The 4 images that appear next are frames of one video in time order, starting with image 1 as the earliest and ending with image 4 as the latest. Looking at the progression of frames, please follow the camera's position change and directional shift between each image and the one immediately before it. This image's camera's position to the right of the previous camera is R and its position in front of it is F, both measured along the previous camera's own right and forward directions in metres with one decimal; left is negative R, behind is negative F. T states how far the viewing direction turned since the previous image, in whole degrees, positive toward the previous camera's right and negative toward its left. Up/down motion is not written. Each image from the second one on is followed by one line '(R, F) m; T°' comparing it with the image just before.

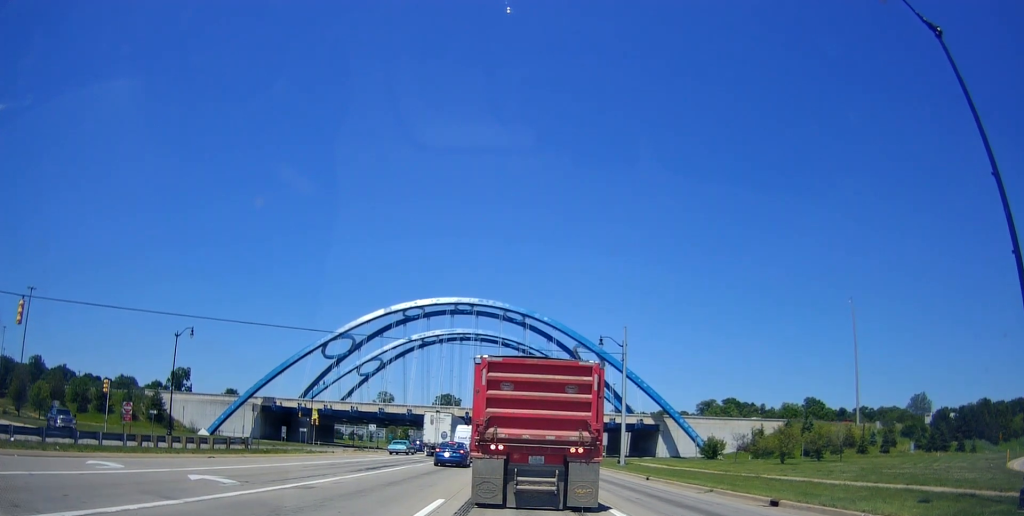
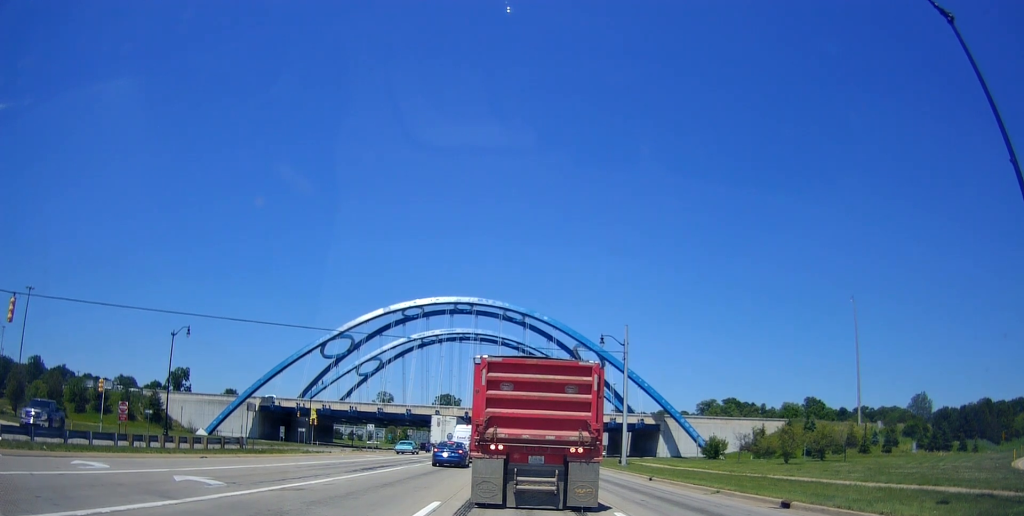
(0.0, +0.9) m; 0°
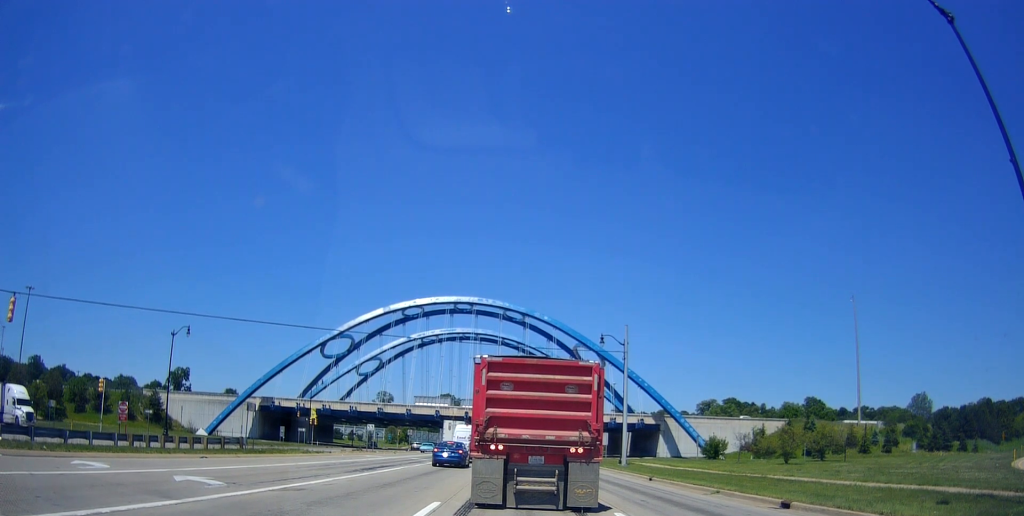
(0.0, 0.0) m; 0°
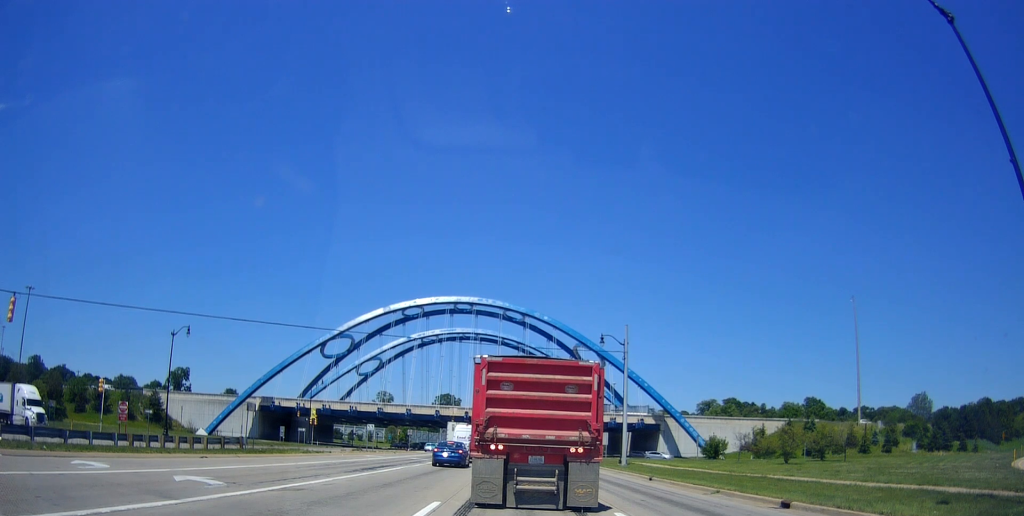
(0.0, 0.0) m; 0°
